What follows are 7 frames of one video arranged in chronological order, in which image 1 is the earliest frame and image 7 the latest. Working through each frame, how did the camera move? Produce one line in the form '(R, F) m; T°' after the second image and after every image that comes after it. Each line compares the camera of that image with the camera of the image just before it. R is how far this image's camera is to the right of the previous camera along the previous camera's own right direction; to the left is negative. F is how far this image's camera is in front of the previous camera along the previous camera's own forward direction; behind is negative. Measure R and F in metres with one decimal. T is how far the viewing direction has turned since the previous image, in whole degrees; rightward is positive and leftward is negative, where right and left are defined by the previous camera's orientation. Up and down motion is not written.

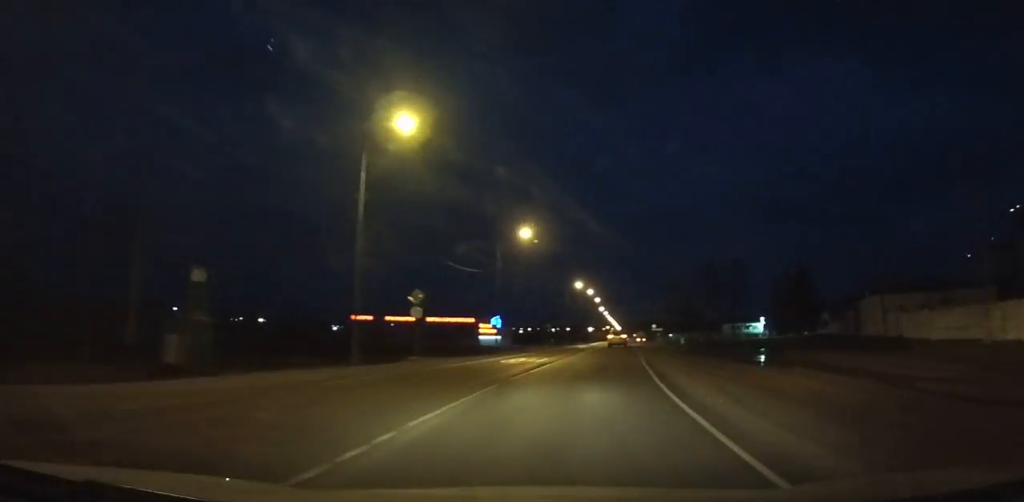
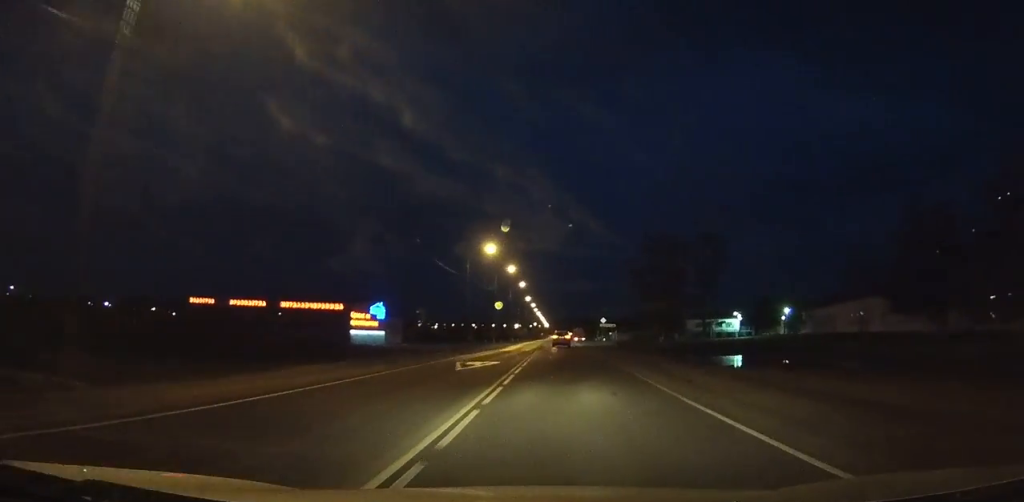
(+6.1, +44.7) m; +9°
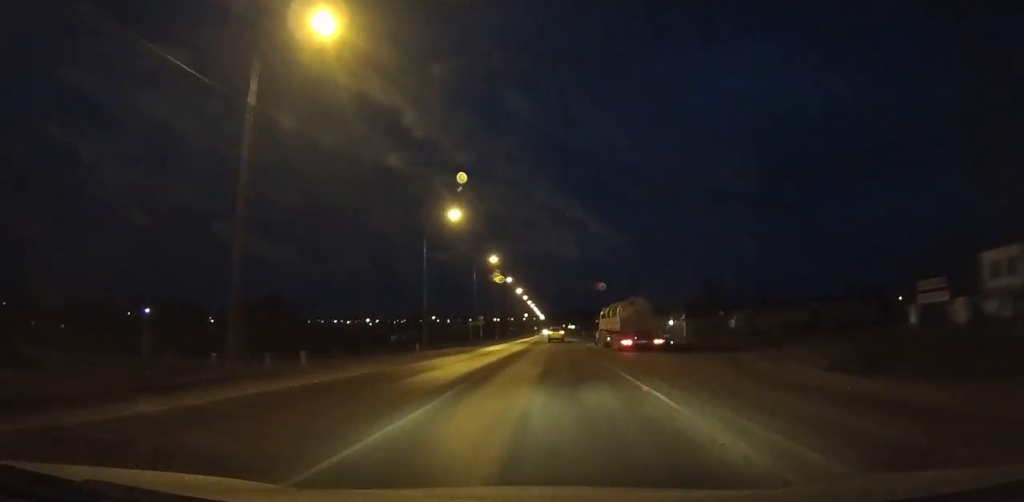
(+1.6, +106.3) m; +1°
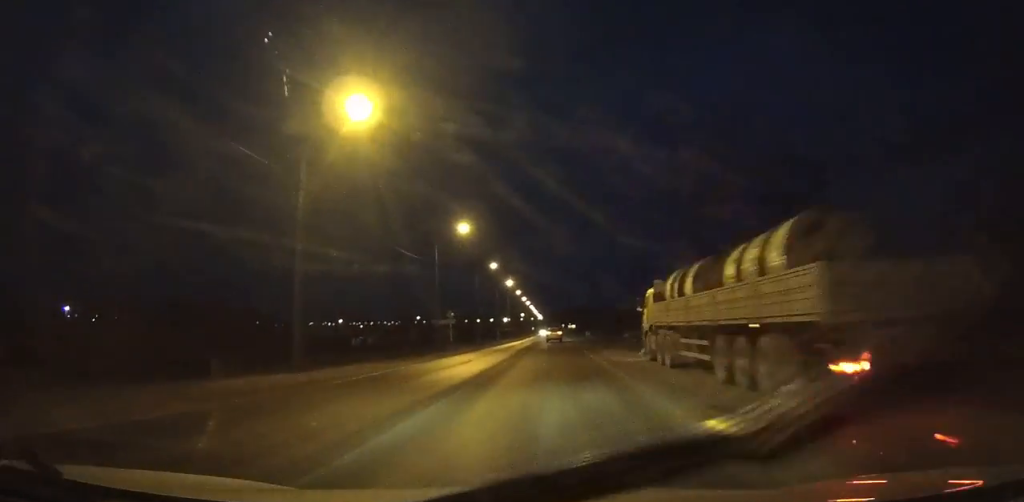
(0.0, +26.0) m; 0°
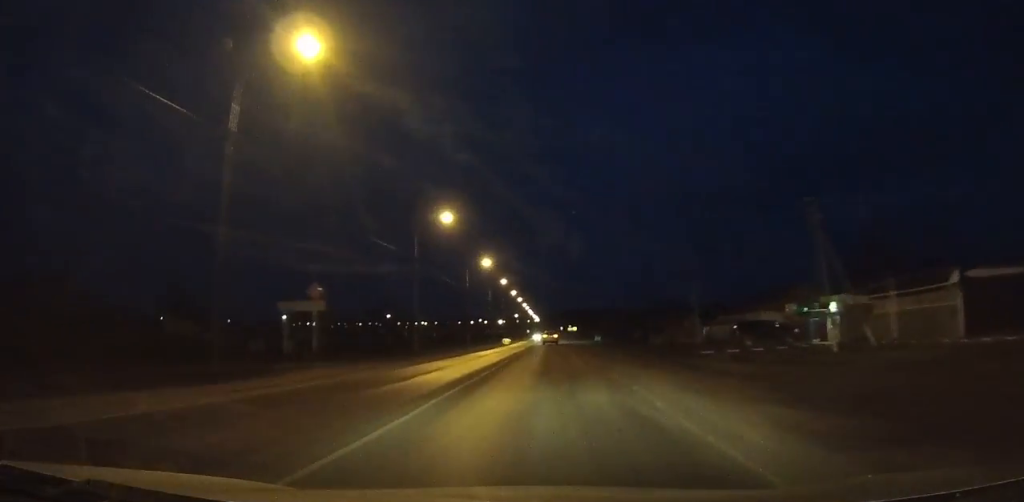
(+0.1, +36.8) m; 0°
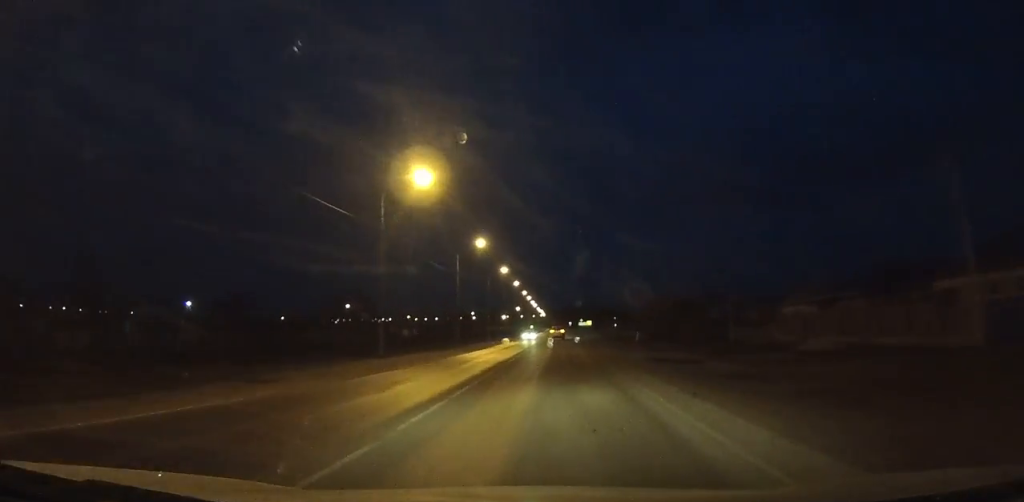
(-0.4, +41.3) m; -1°
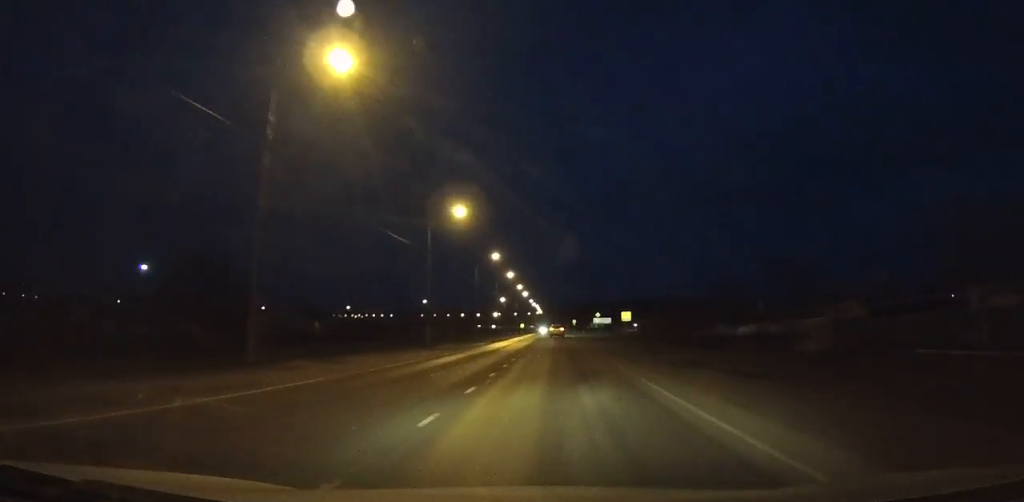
(-0.1, +72.3) m; 0°
